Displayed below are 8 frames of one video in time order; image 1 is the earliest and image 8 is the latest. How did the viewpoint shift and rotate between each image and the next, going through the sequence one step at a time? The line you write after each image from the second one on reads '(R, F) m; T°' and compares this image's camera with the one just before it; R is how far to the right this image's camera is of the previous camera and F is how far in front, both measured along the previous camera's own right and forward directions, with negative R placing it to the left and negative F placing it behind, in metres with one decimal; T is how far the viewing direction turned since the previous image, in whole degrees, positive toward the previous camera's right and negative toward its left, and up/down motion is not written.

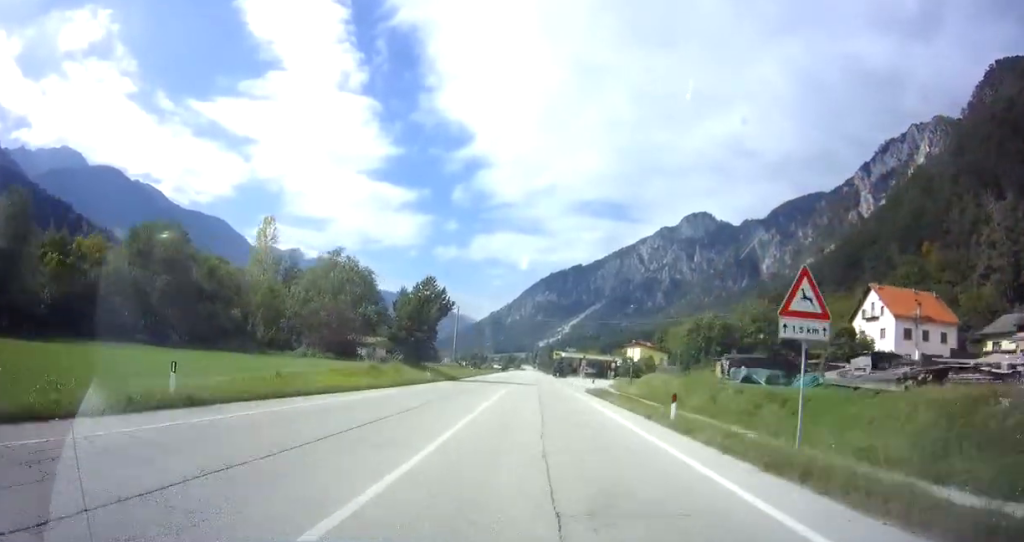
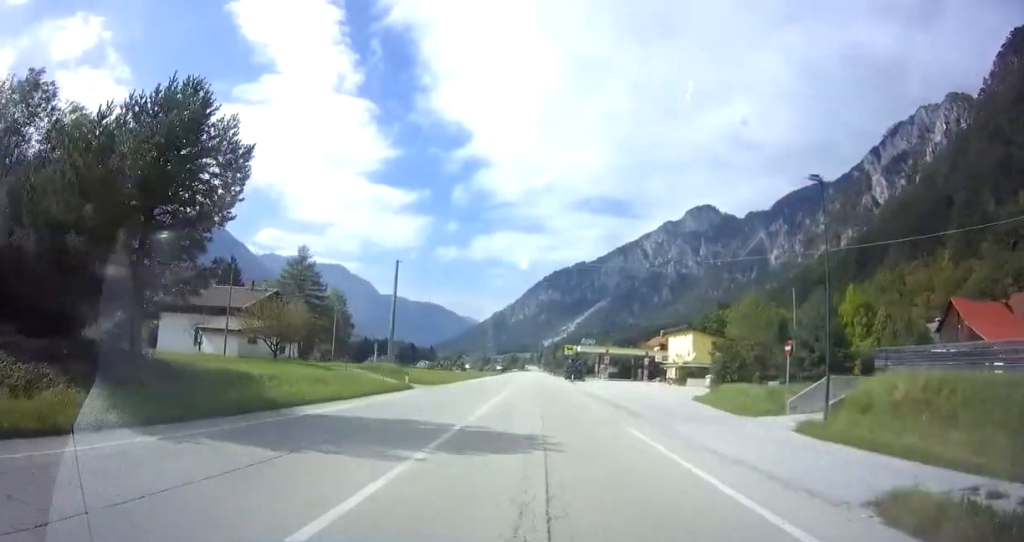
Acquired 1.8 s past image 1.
(-0.7, +35.9) m; -1°
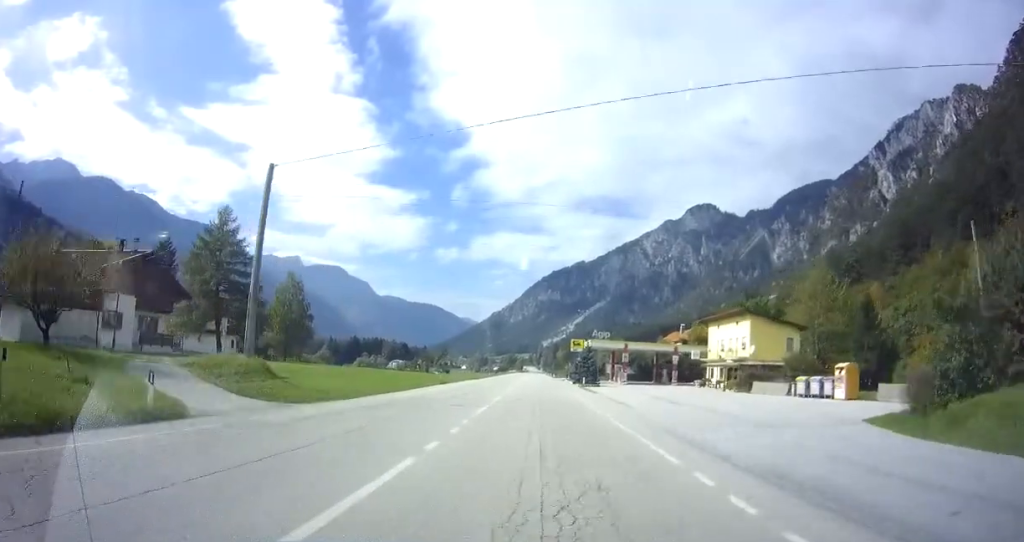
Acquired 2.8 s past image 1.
(+0.4, +21.7) m; 0°
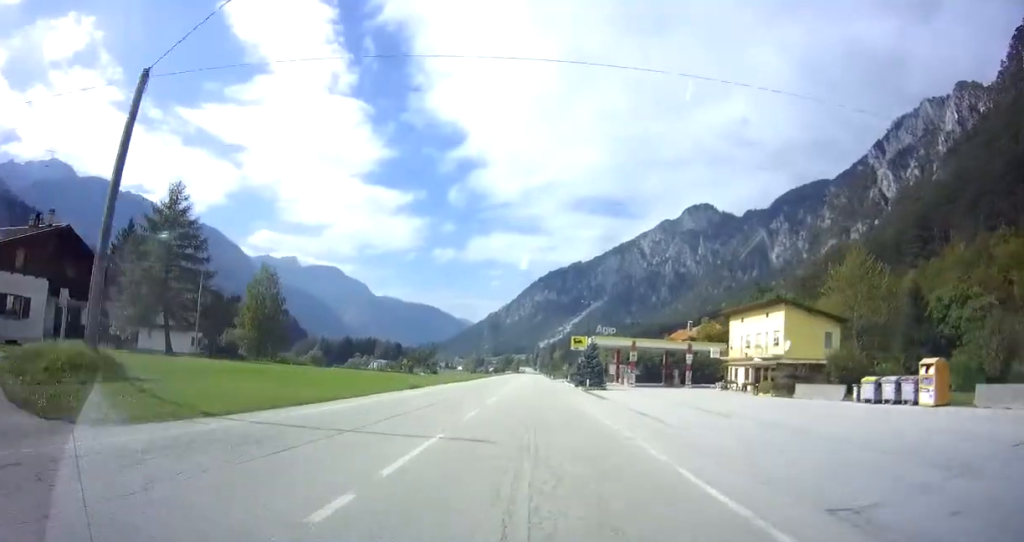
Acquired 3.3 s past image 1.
(-0.2, +8.9) m; 0°
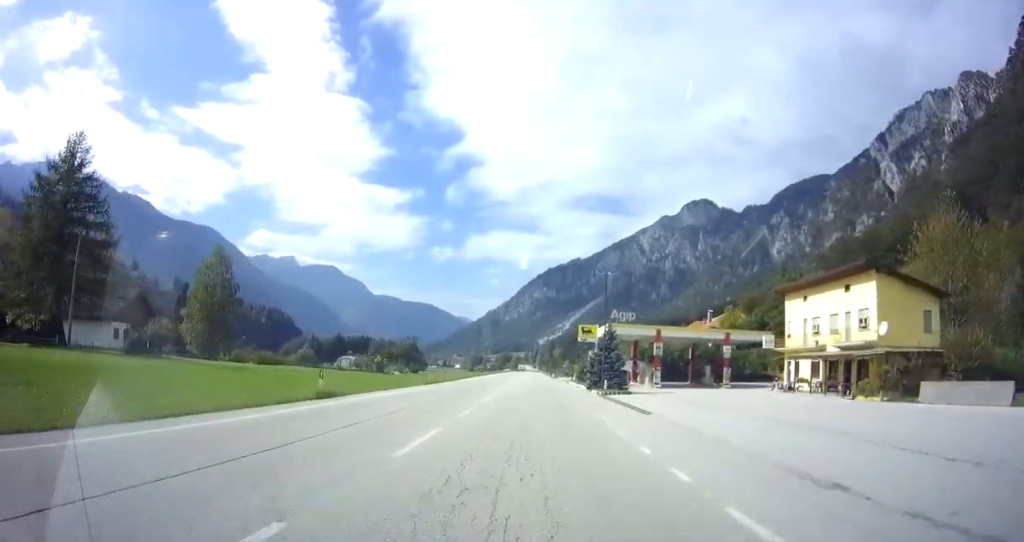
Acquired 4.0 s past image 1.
(-0.2, +15.1) m; 0°
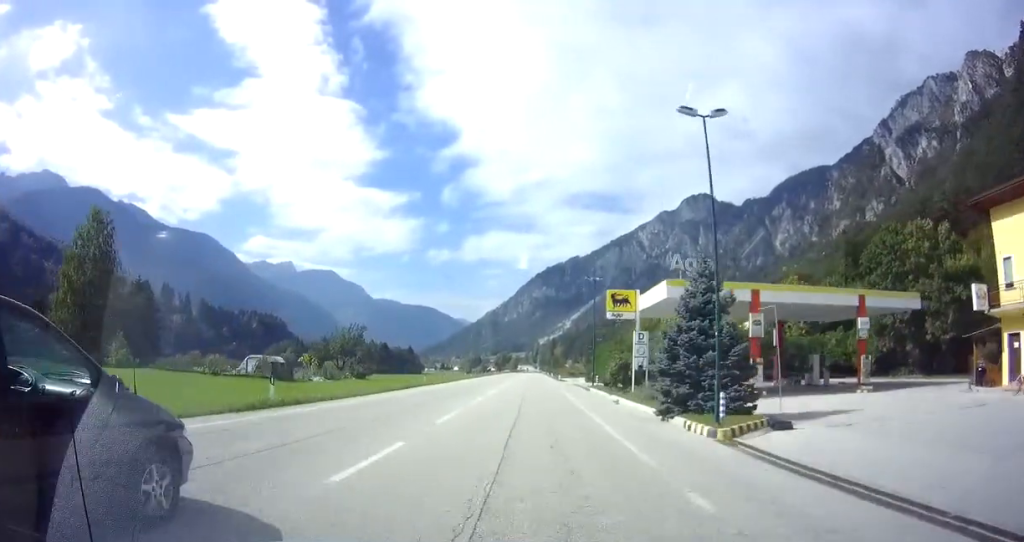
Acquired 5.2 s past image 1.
(+0.5, +24.7) m; +1°
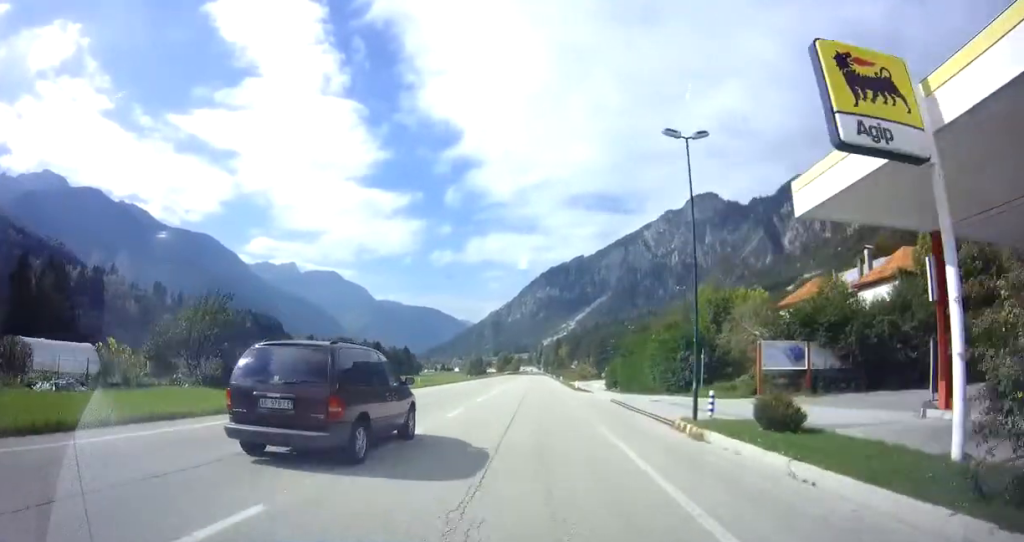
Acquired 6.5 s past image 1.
(0.0, +26.8) m; -1°
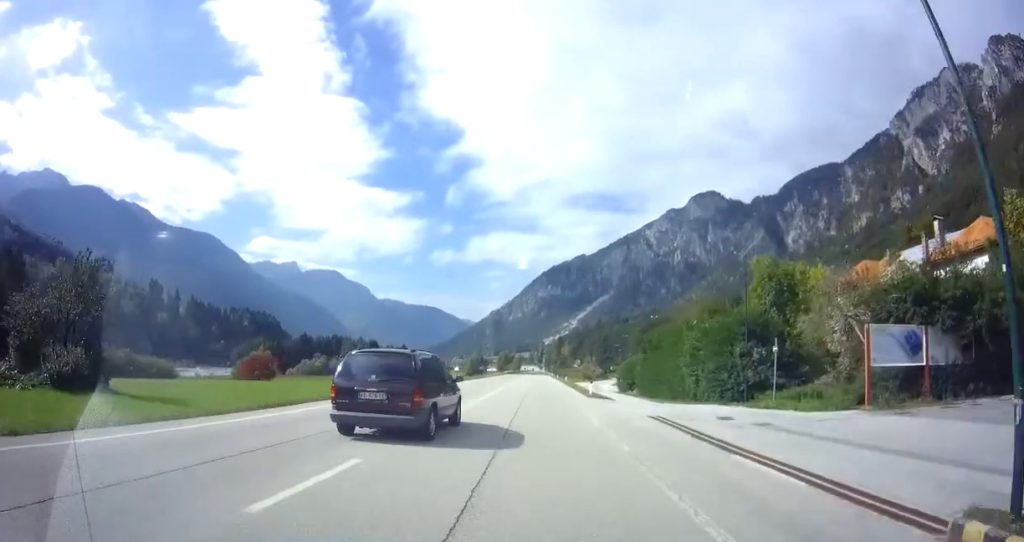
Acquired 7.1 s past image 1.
(0.0, +11.8) m; 0°
